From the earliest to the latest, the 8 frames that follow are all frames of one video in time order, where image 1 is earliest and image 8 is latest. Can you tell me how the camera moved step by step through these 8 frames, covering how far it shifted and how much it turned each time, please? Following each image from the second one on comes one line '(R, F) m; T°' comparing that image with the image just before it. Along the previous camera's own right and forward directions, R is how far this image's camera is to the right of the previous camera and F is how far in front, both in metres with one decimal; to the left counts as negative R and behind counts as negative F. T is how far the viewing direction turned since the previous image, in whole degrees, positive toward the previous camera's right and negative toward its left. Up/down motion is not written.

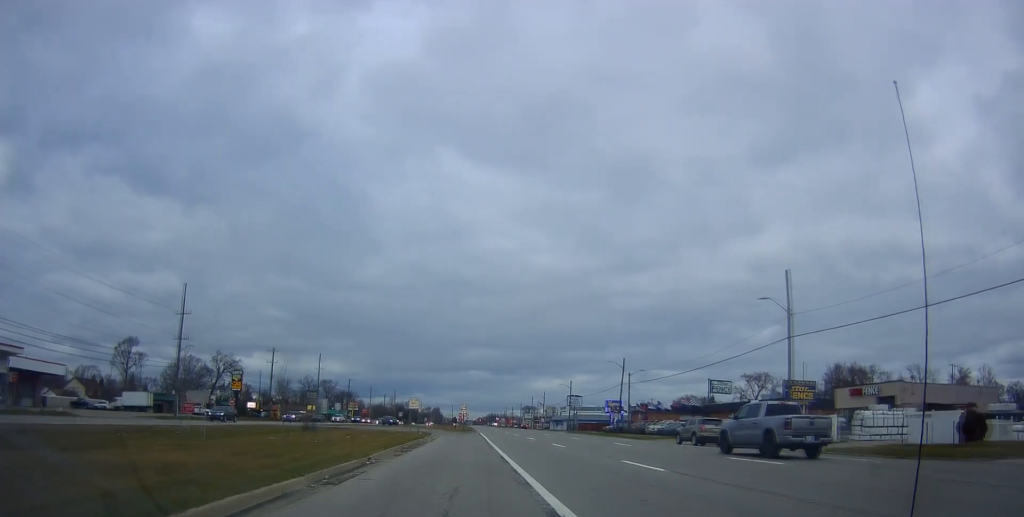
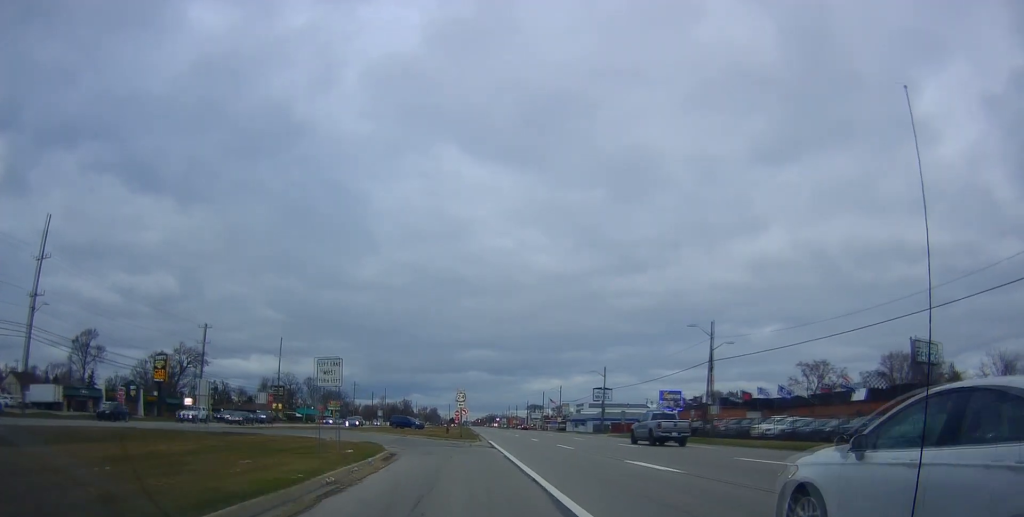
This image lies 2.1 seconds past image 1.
(+0.6, +32.3) m; +4°
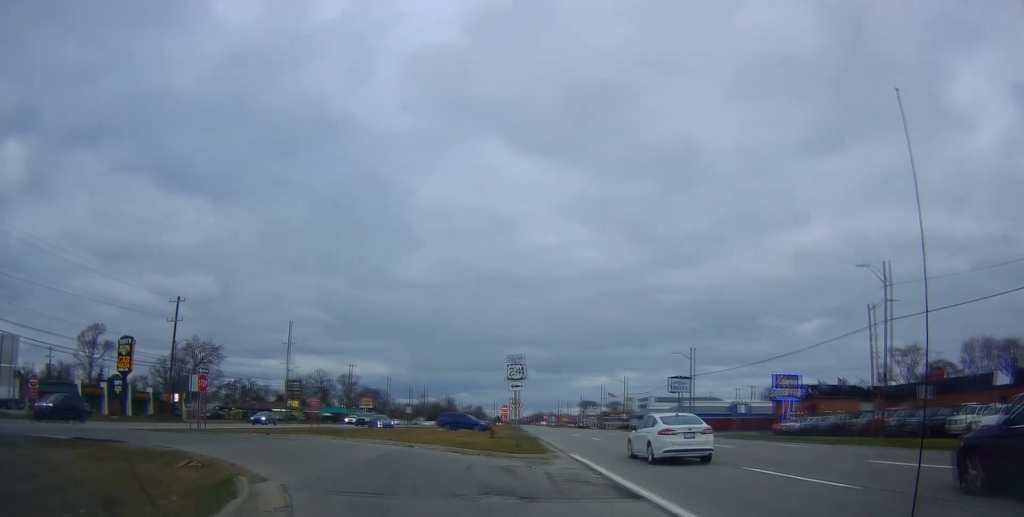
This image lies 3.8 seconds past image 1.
(-0.3, +22.8) m; -2°
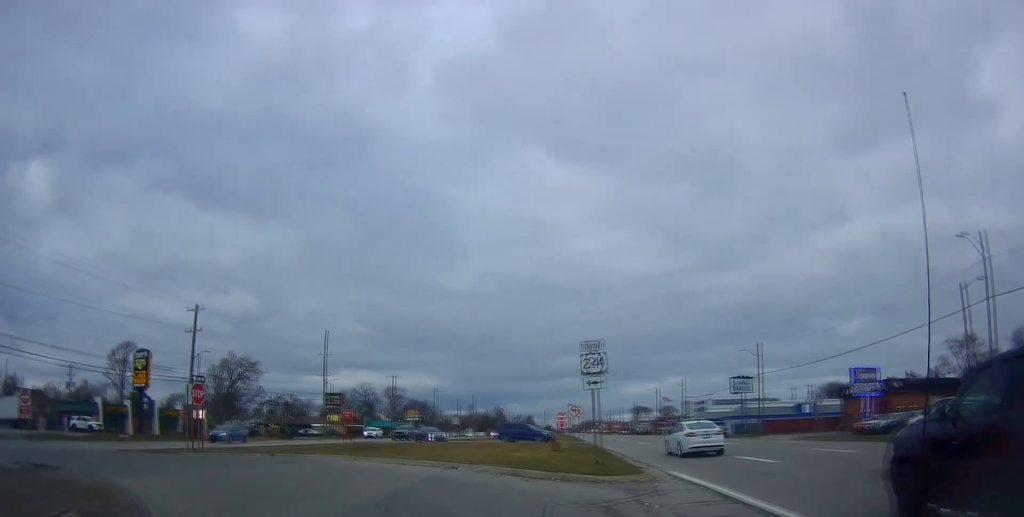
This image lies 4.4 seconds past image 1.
(-0.1, +7.4) m; 0°
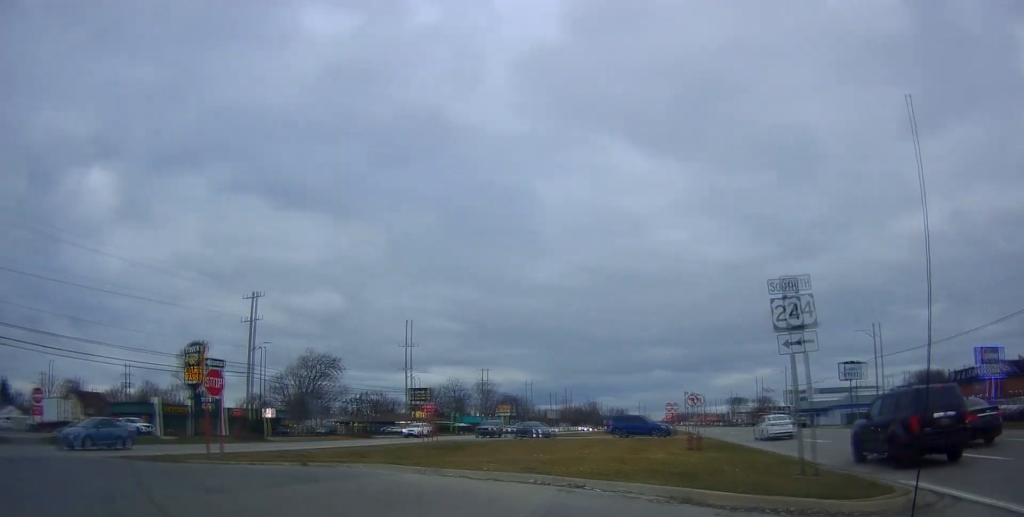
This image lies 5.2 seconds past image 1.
(+0.5, +8.7) m; -1°
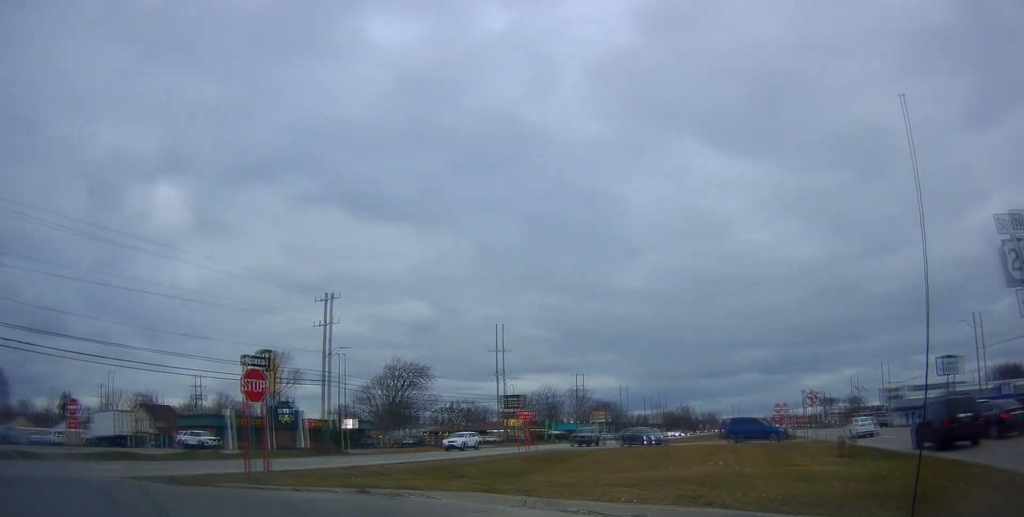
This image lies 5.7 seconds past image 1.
(-0.4, +5.1) m; -4°
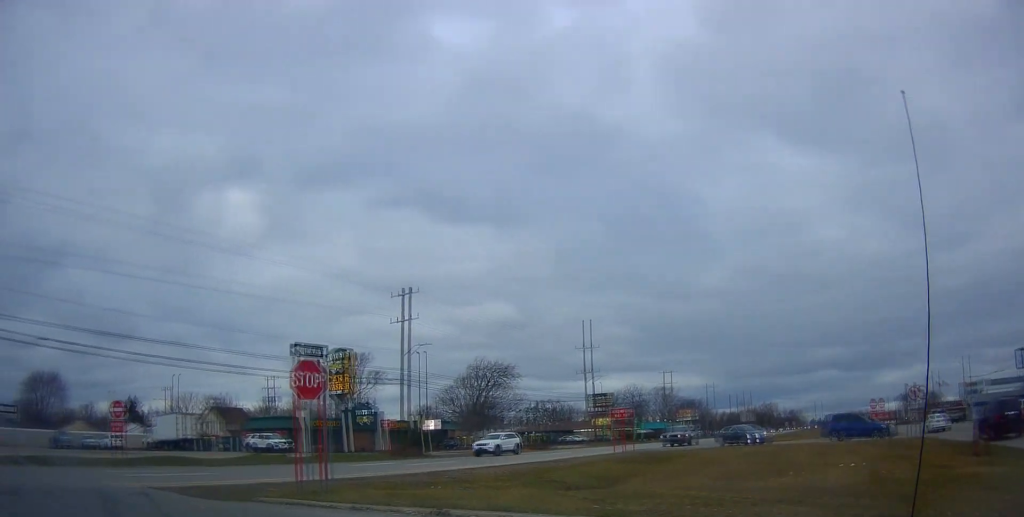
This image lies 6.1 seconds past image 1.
(0.0, +3.9) m; -3°
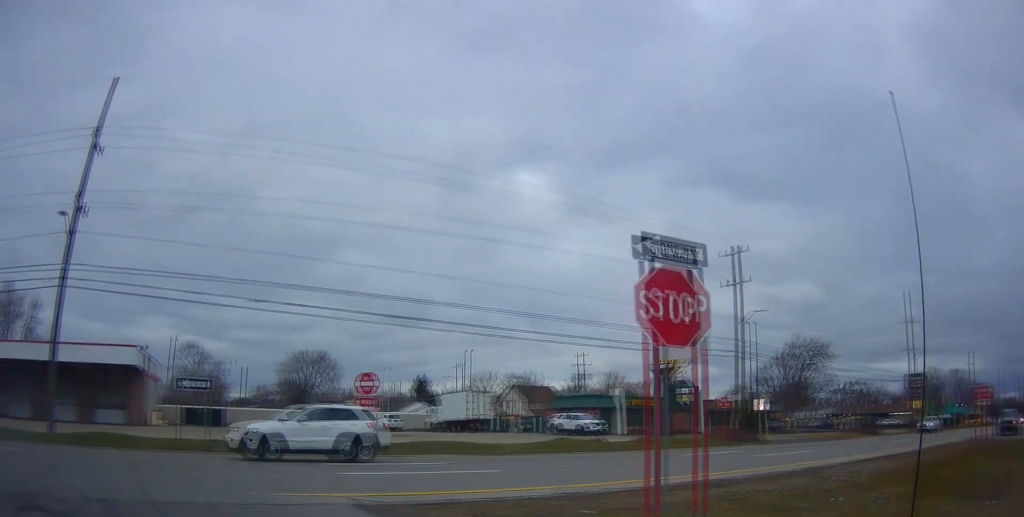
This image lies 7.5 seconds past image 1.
(-1.9, +9.9) m; -29°
